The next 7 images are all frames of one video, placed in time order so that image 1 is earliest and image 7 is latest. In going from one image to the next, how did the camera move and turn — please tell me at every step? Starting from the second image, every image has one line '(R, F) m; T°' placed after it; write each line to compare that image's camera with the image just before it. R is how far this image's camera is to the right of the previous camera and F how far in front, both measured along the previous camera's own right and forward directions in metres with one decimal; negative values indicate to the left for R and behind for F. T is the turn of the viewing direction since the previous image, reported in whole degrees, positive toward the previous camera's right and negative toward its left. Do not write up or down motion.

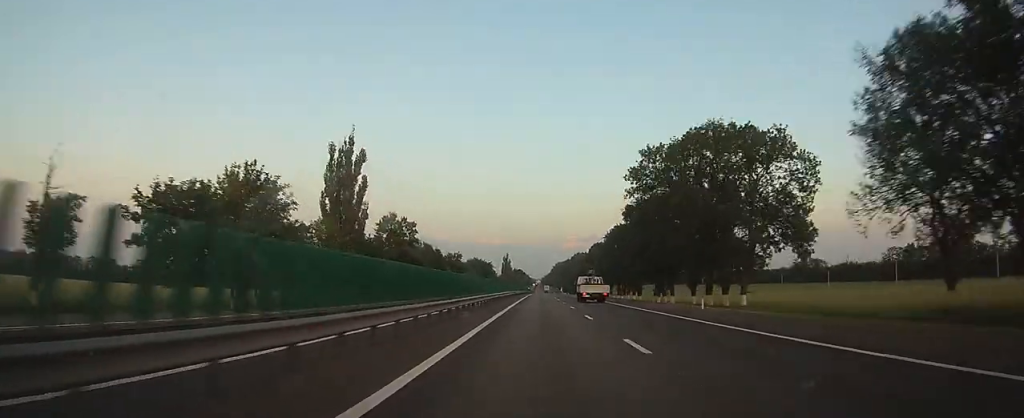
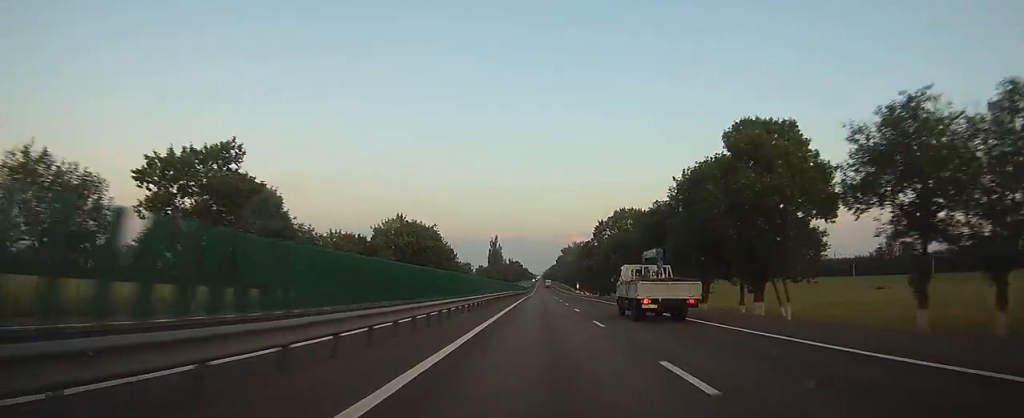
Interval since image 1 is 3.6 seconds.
(+0.1, +111.4) m; 0°
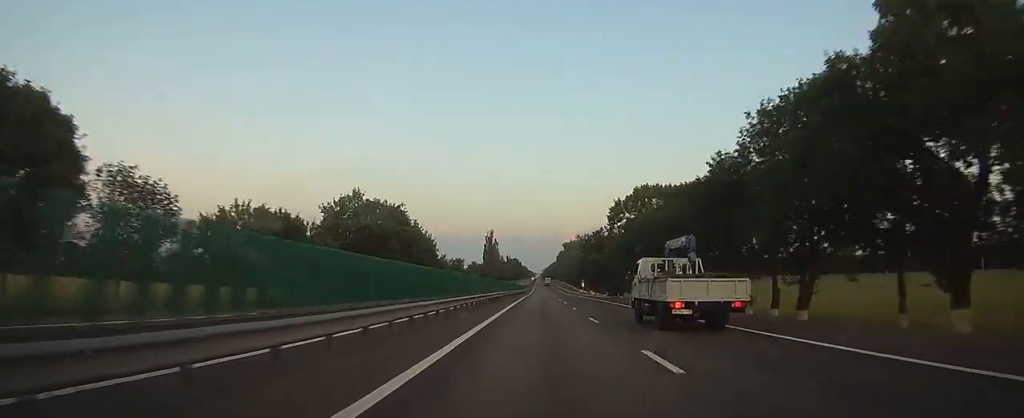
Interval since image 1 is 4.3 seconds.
(-0.1, +22.2) m; 0°
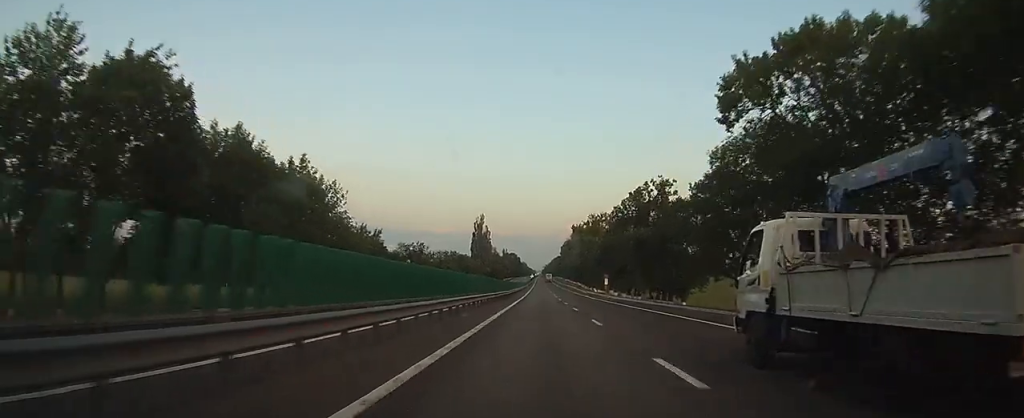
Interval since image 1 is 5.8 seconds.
(0.0, +48.8) m; 0°
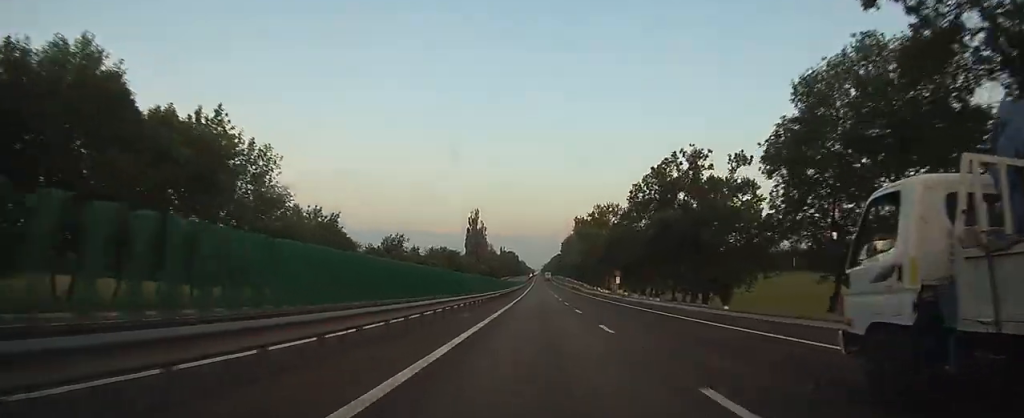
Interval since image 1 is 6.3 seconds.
(0.0, +15.0) m; 0°
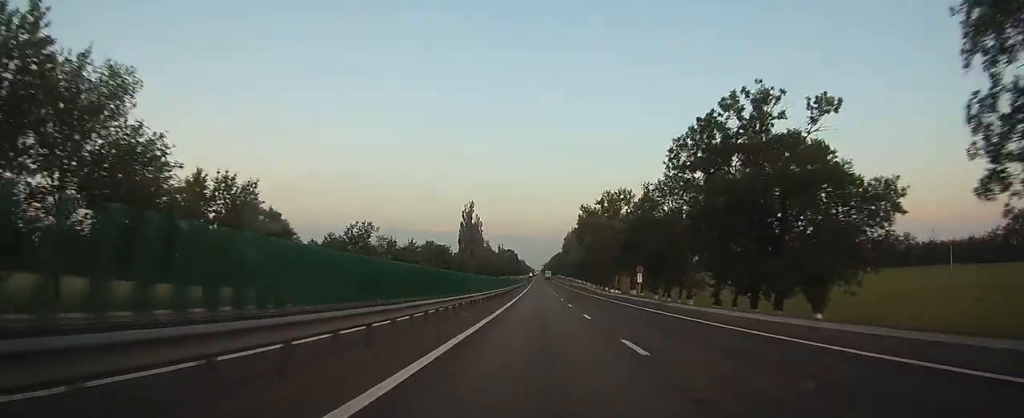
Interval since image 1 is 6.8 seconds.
(0.0, +17.1) m; 0°
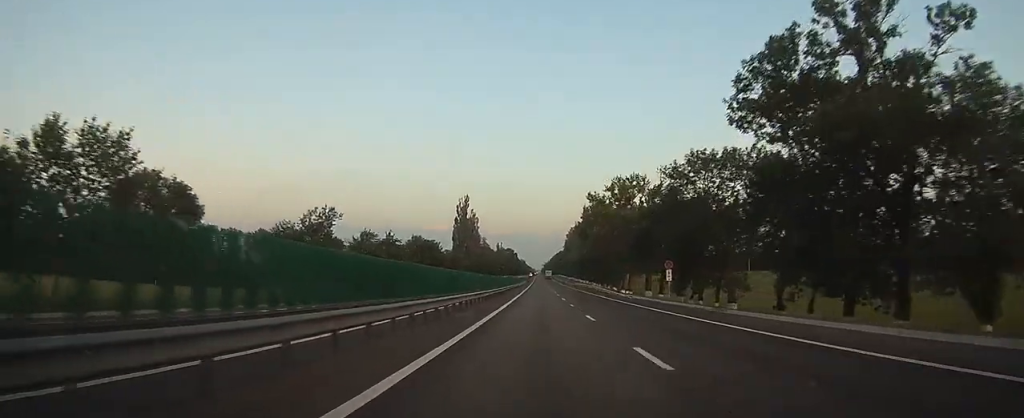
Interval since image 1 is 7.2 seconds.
(-0.1, +14.0) m; 0°
